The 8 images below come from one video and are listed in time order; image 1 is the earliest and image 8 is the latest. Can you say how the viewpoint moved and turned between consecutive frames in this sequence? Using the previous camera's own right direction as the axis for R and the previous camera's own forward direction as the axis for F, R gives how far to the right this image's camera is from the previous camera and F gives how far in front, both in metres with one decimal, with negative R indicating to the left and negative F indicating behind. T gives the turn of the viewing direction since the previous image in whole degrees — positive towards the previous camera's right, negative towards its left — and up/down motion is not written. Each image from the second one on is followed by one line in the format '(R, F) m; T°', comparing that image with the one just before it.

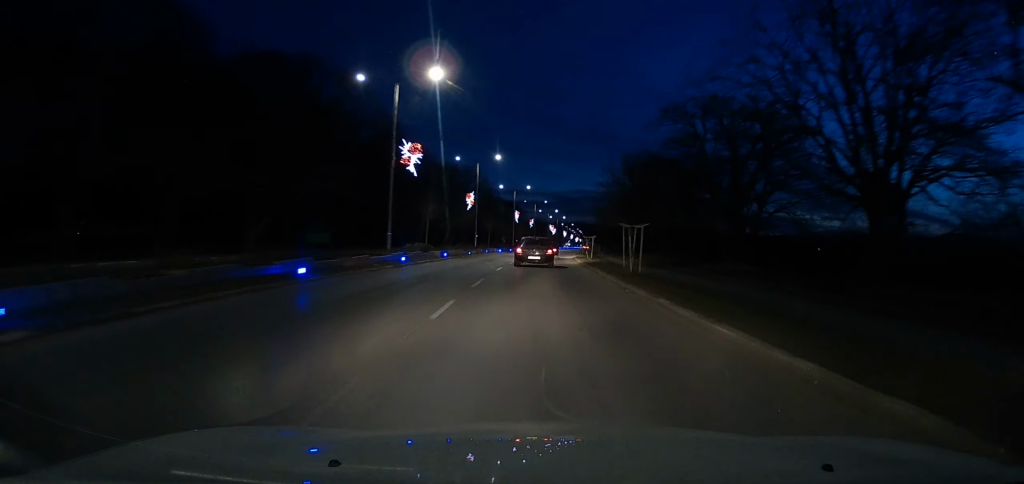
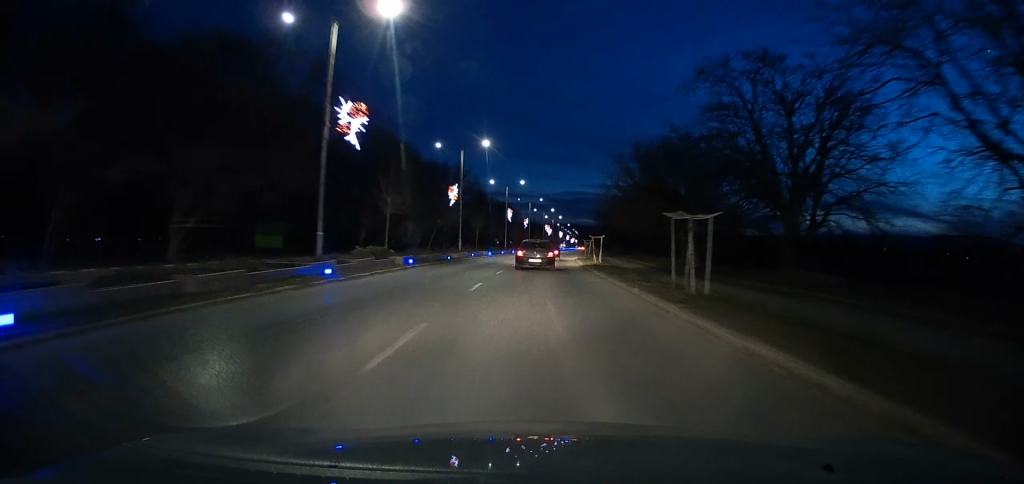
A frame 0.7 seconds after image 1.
(0.0, +9.2) m; 0°
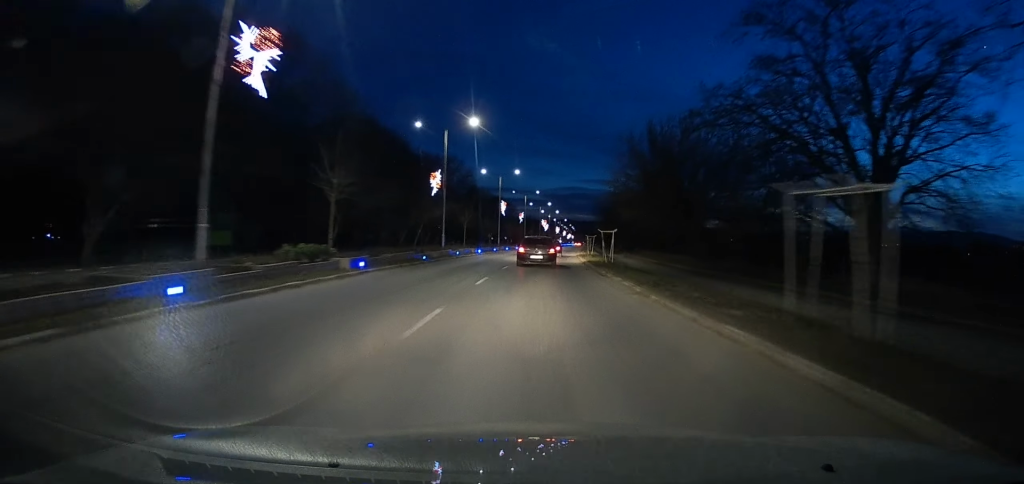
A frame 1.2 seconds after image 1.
(0.0, +7.4) m; 0°
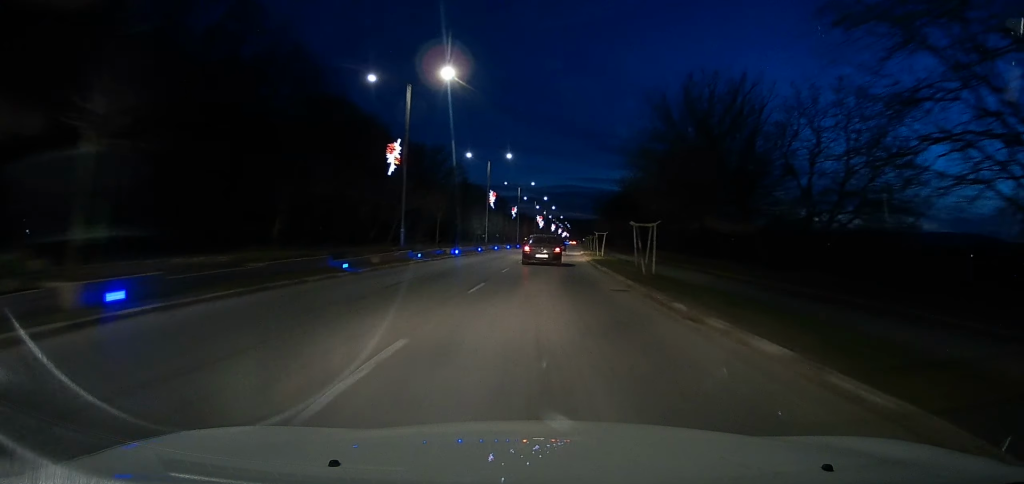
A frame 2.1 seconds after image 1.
(+0.1, +12.1) m; +1°
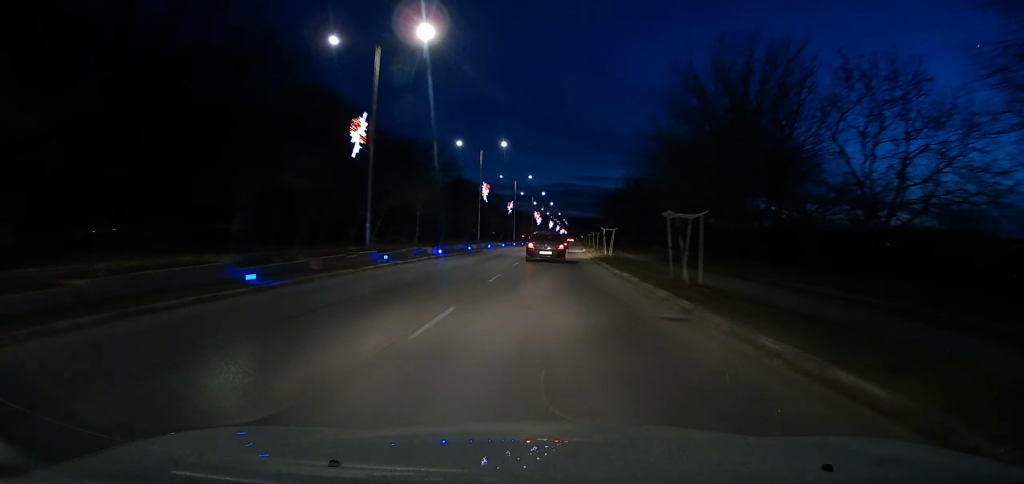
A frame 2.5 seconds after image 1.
(+0.1, +6.0) m; 0°
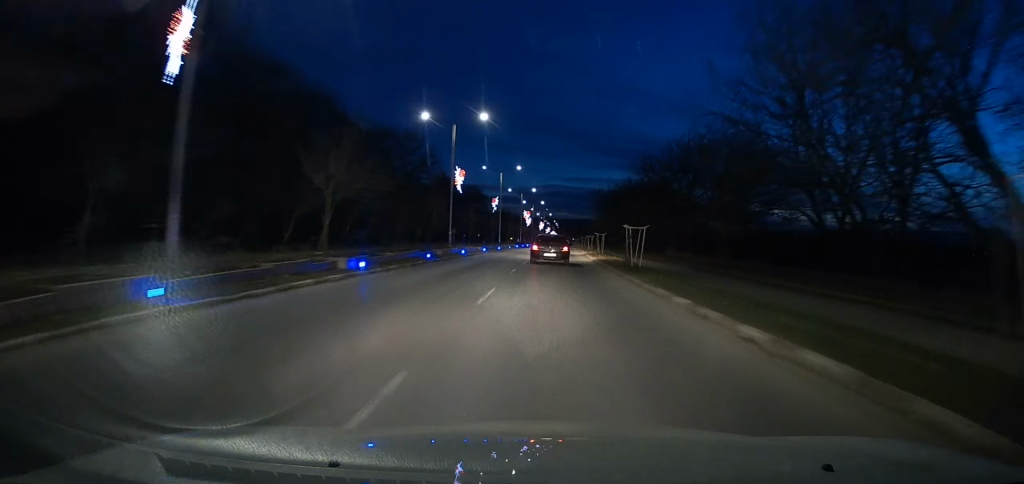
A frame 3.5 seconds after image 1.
(+0.1, +13.4) m; 0°
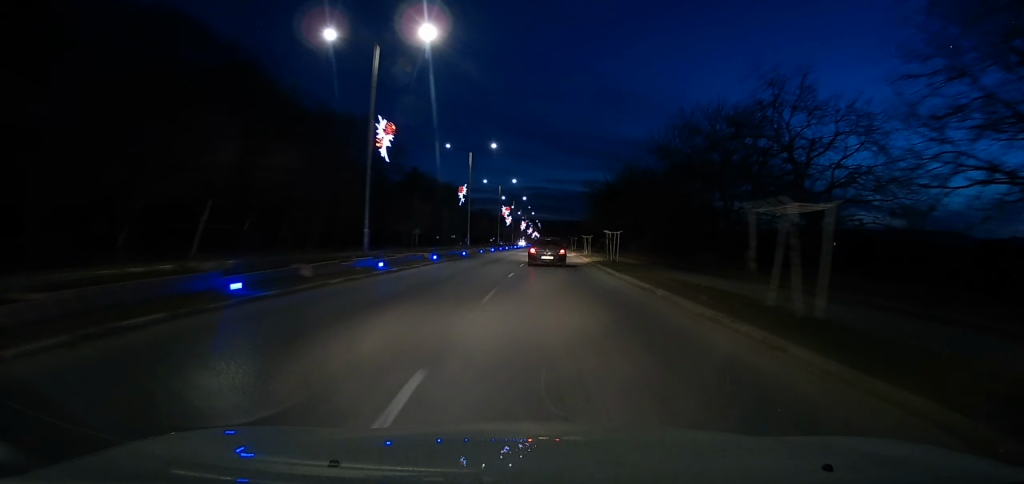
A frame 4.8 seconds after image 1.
(0.0, +17.7) m; +1°
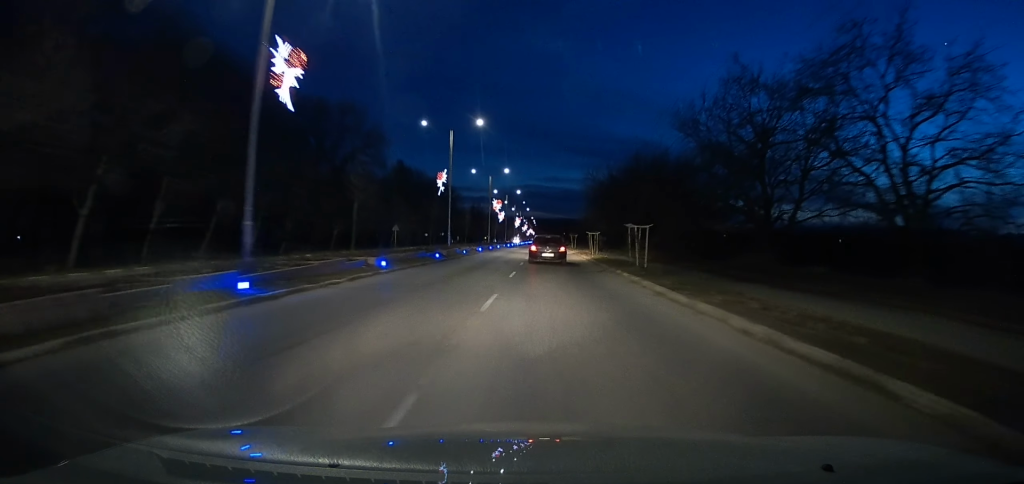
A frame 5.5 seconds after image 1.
(+0.1, +9.8) m; +1°
